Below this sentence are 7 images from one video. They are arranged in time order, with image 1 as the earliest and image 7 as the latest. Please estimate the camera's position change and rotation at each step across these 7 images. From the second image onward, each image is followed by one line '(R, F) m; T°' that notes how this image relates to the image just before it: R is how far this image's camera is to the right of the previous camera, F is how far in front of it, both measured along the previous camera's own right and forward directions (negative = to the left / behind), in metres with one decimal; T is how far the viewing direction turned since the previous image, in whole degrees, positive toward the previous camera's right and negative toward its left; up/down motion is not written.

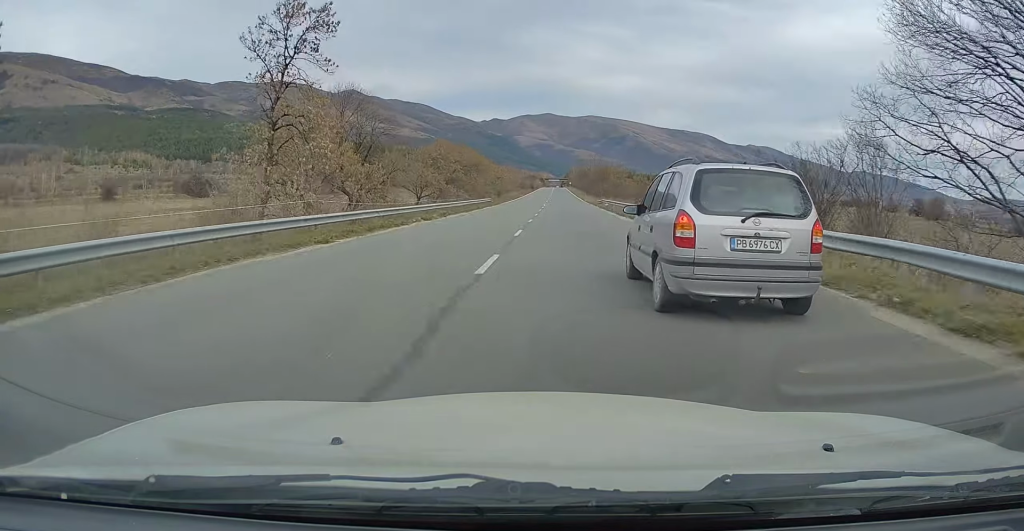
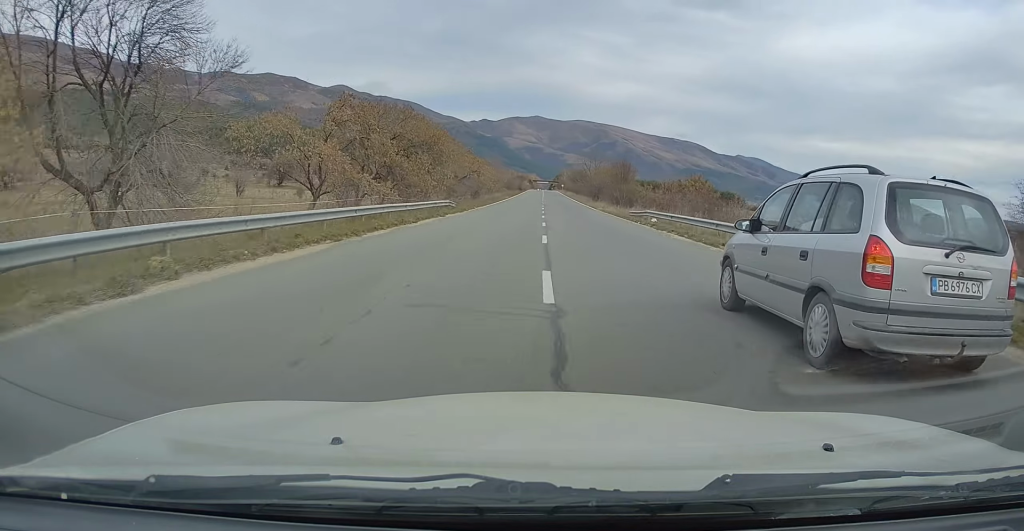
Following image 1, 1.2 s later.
(-0.4, +29.7) m; 0°
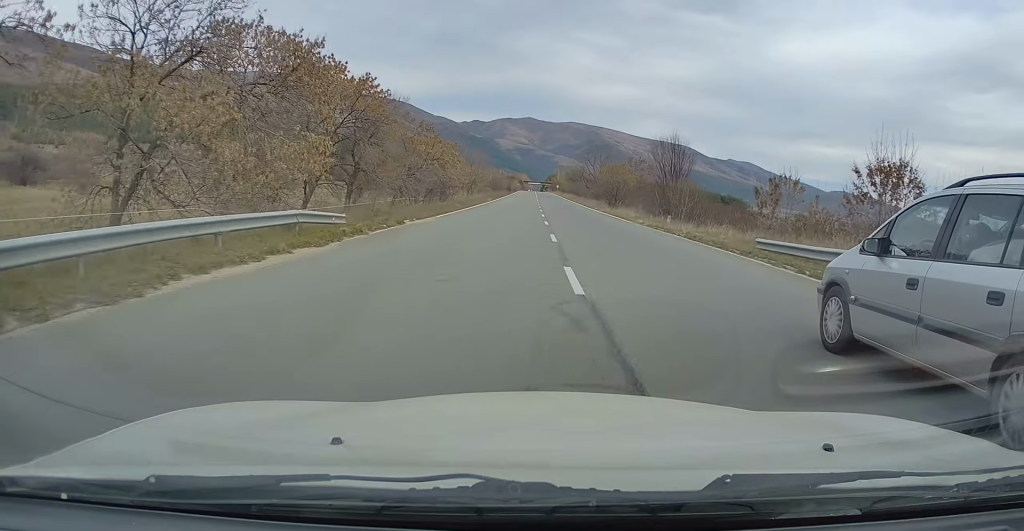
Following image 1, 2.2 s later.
(+0.6, +26.6) m; +1°
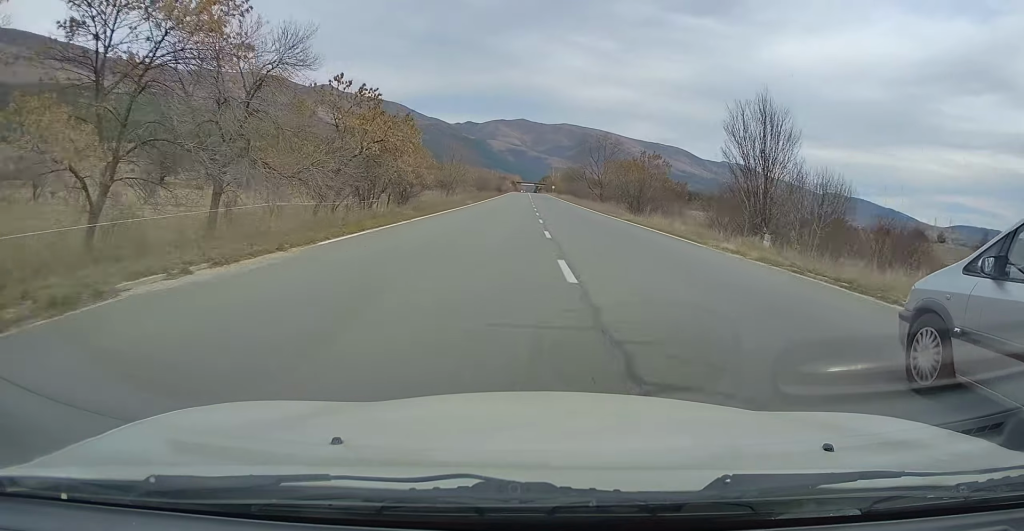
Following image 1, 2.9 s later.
(+0.1, +17.4) m; 0°
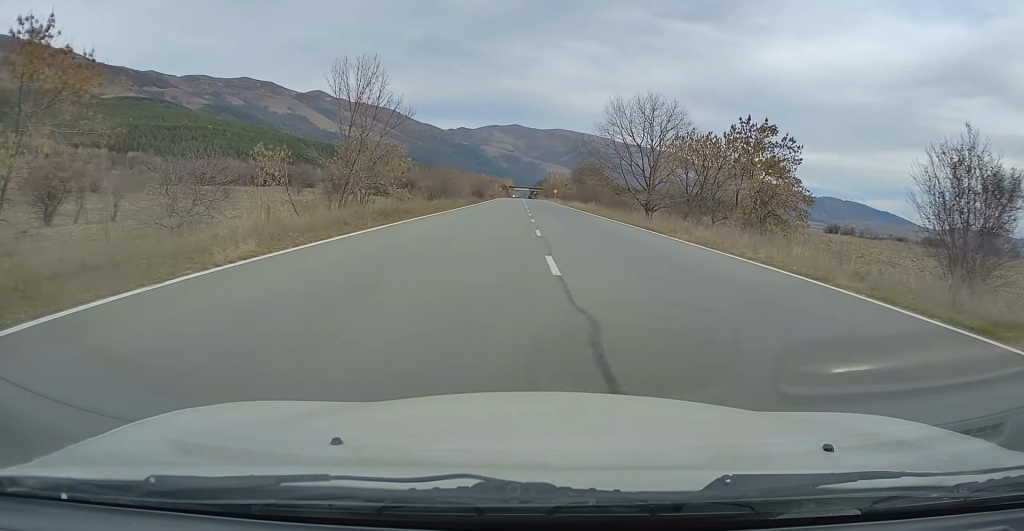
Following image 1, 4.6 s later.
(-0.2, +44.8) m; 0°
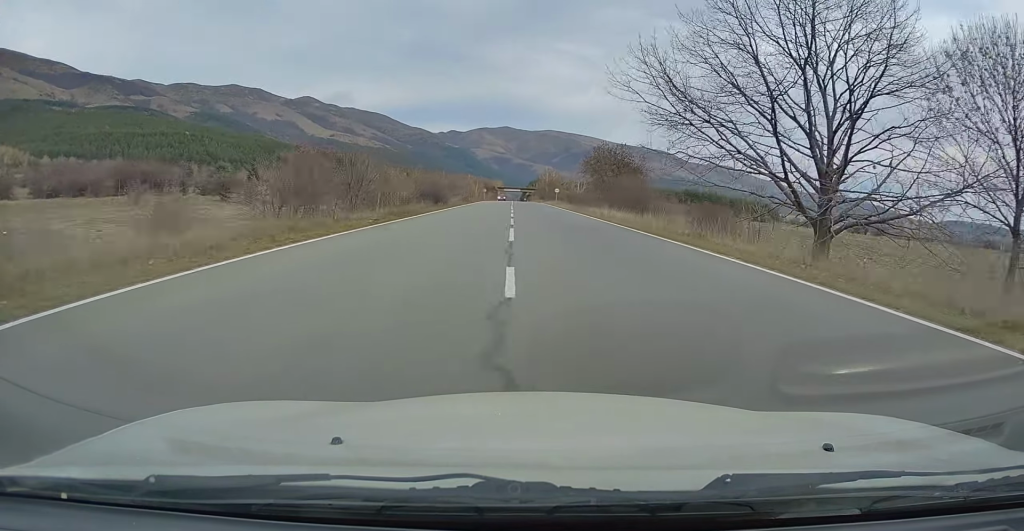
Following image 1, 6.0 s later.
(+0.2, +39.2) m; +1°
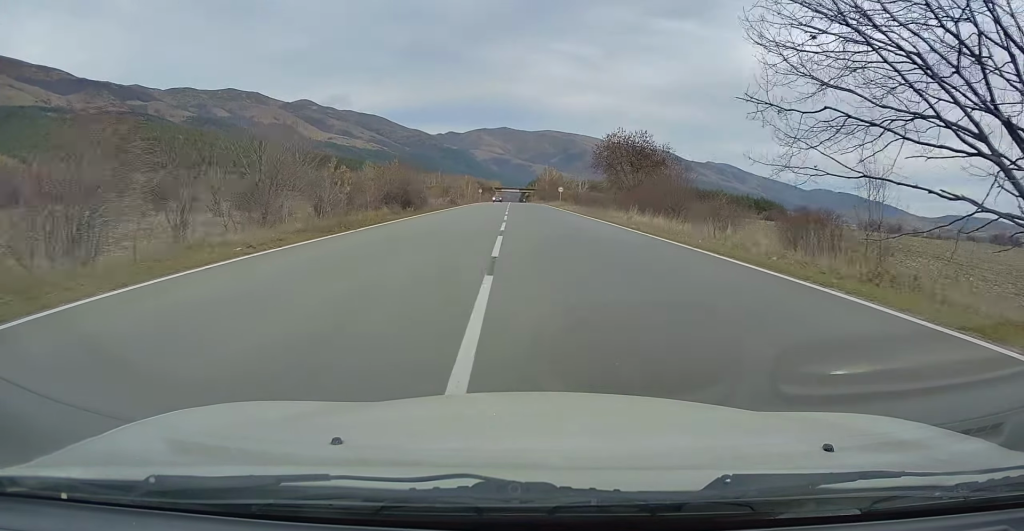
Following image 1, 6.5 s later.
(0.0, +13.4) m; 0°
